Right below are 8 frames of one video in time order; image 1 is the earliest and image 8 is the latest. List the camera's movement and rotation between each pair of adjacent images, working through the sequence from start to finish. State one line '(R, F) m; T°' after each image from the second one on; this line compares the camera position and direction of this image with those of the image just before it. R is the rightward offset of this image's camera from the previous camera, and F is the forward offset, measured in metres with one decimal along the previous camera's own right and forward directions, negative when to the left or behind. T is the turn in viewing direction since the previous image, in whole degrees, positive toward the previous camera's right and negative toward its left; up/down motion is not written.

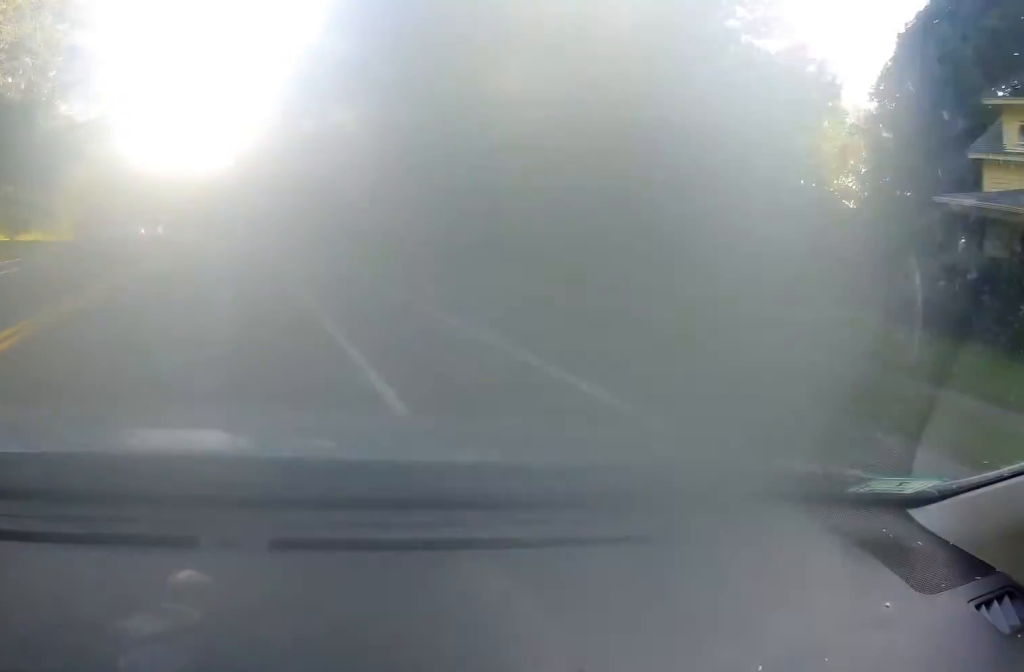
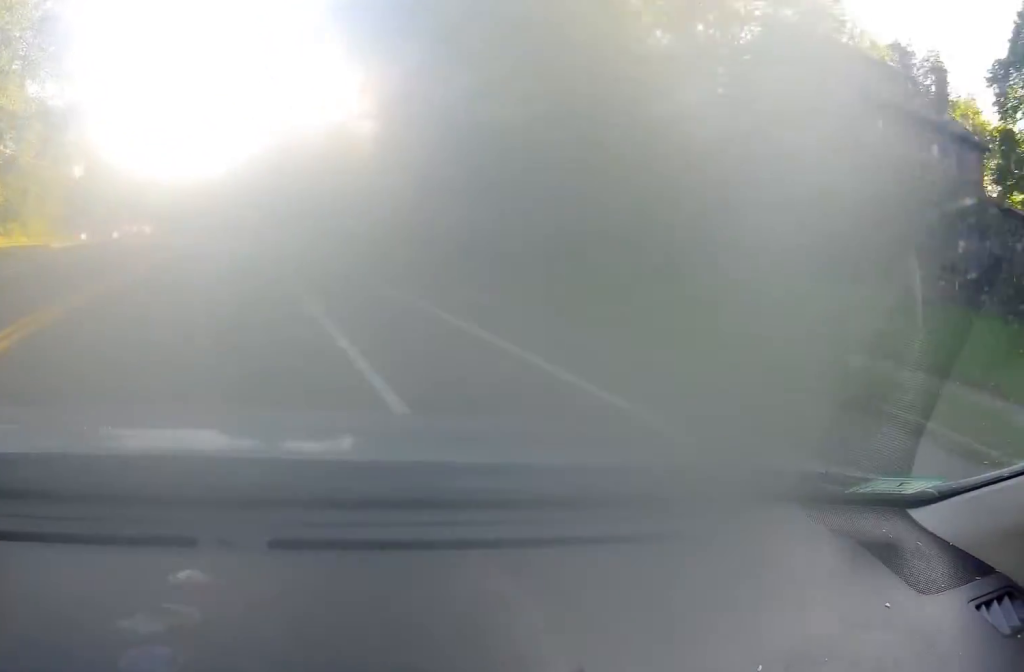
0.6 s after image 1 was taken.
(+0.2, +11.4) m; +2°
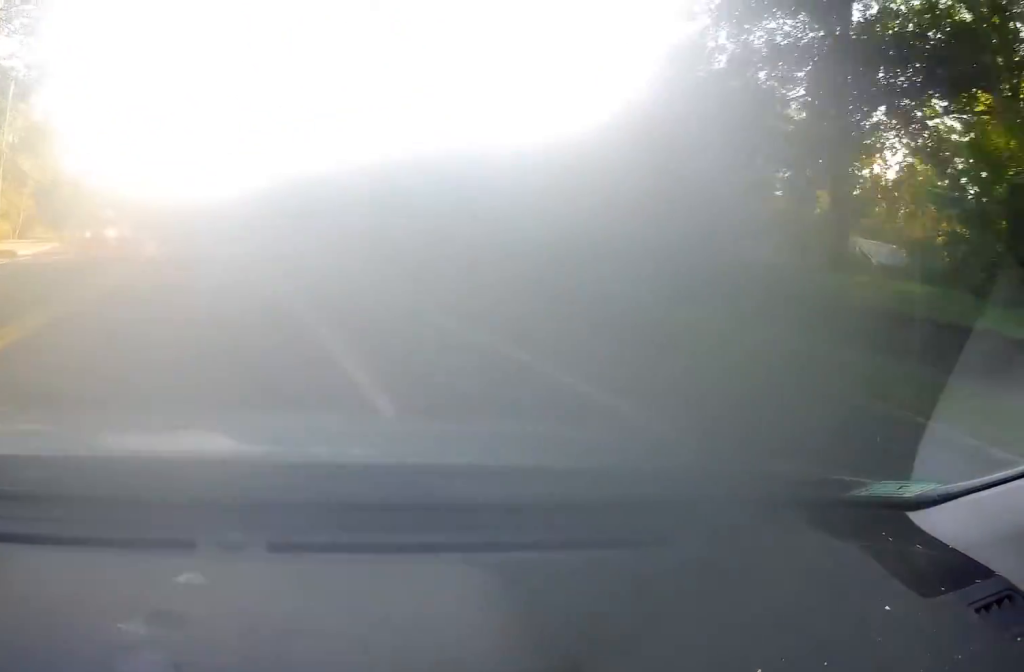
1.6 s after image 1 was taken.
(+0.3, +18.4) m; +1°
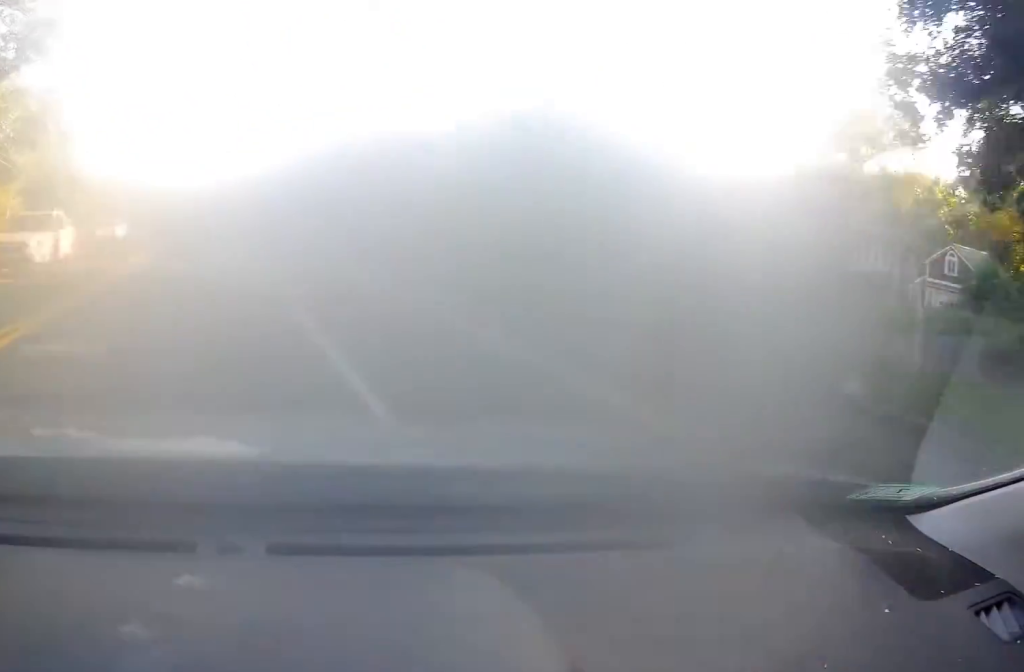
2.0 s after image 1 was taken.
(0.0, +8.9) m; 0°
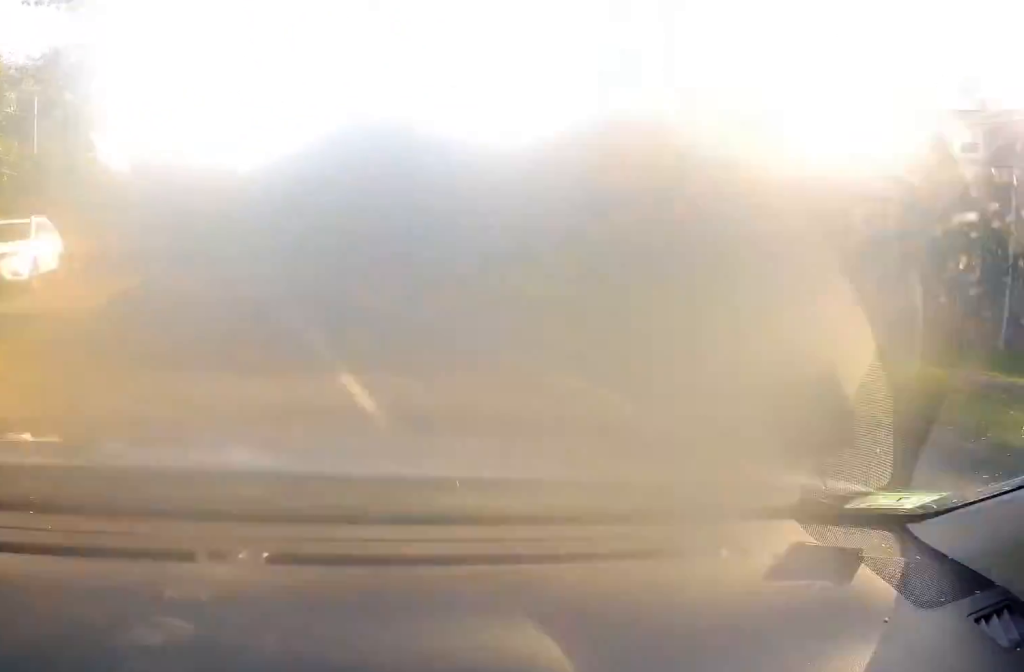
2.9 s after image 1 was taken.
(0.0, +16.1) m; -1°
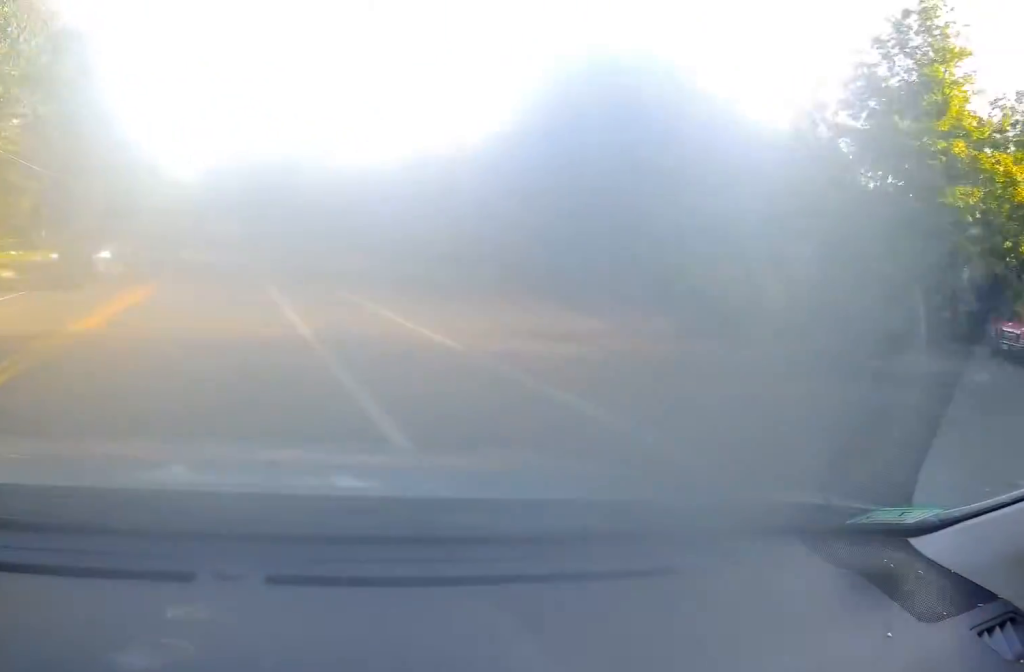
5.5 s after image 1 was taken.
(-4.2, +52.0) m; -9°
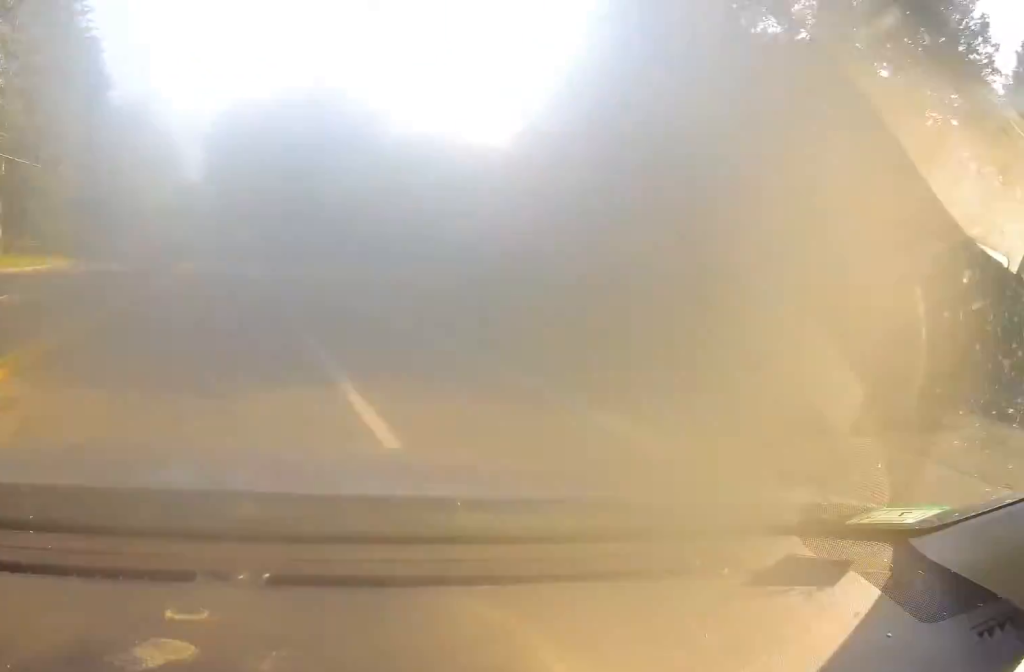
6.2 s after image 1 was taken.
(0.0, +12.8) m; -2°
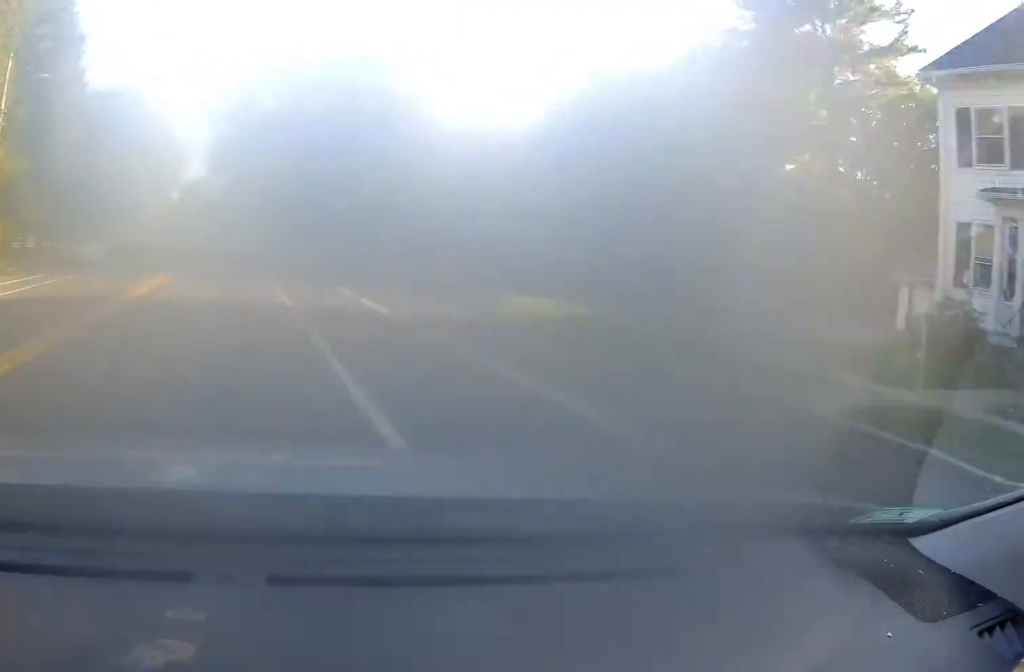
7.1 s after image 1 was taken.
(-0.6, +17.1) m; -2°
